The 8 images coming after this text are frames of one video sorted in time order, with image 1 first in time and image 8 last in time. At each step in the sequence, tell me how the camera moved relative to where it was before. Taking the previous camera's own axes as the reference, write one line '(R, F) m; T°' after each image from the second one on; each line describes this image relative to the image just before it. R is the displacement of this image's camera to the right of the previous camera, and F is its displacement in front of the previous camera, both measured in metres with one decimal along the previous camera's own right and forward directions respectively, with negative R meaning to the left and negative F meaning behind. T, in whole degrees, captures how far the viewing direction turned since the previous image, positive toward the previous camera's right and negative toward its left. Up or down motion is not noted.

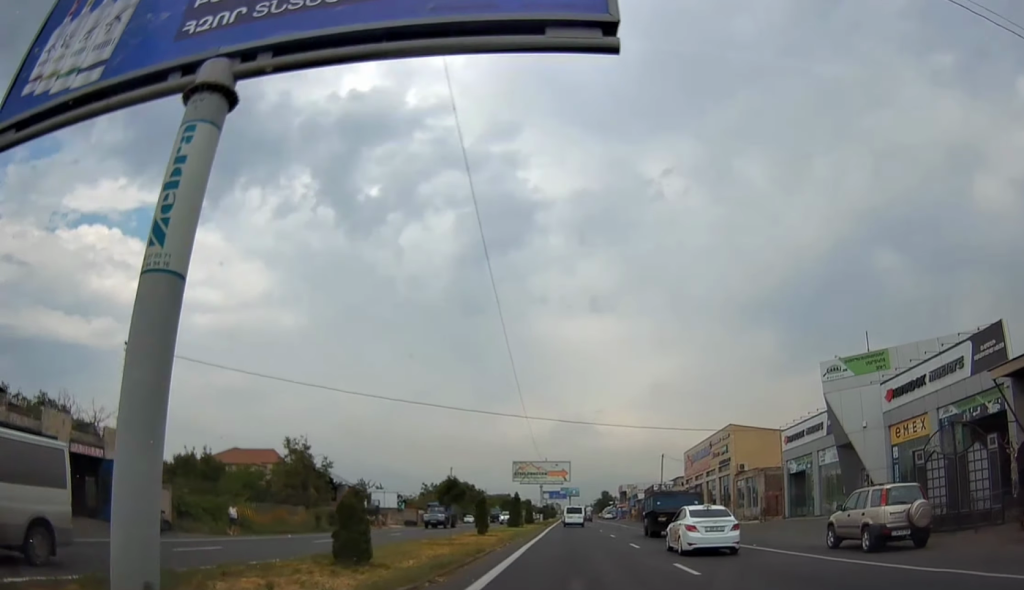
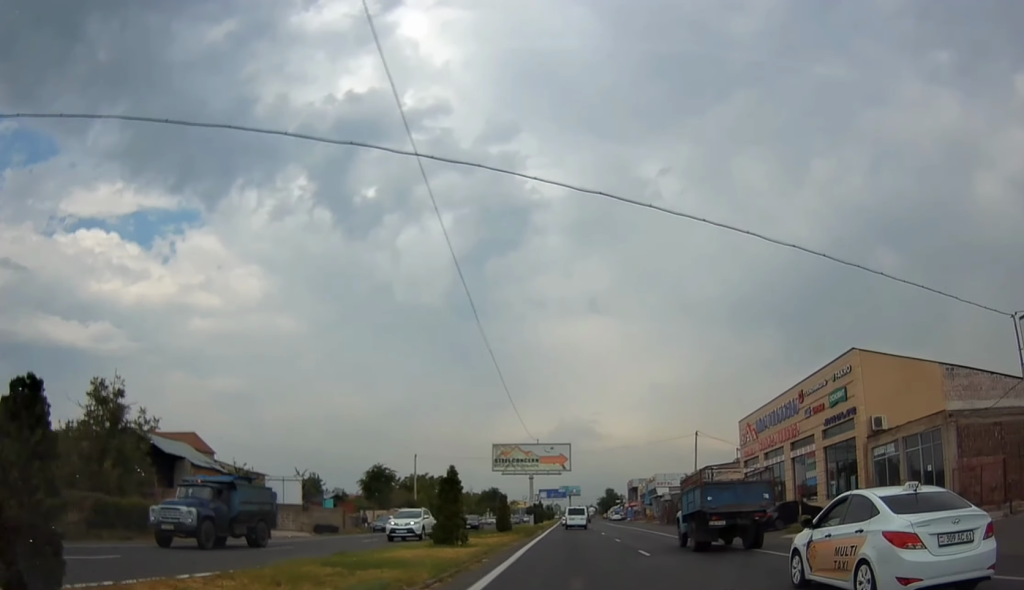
(-0.5, +28.4) m; -2°
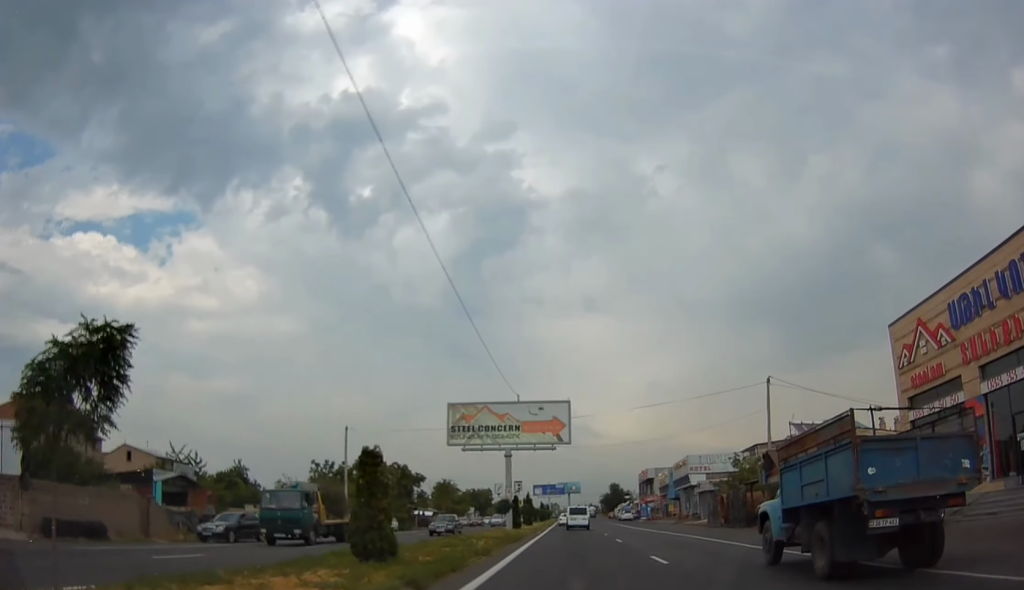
(+0.1, +29.4) m; +2°
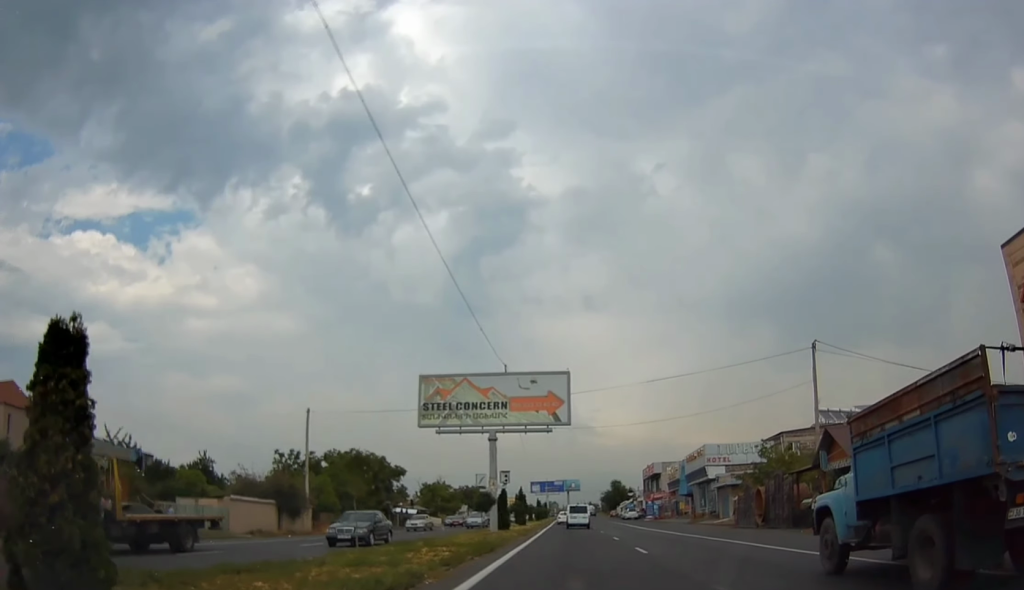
(0.0, +10.0) m; 0°
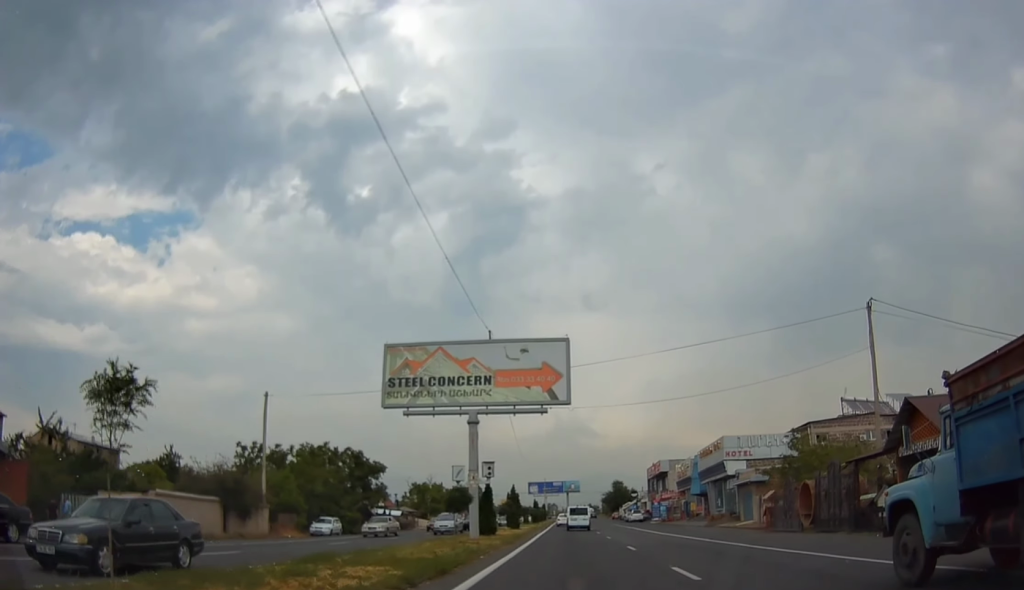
(0.0, +8.4) m; 0°
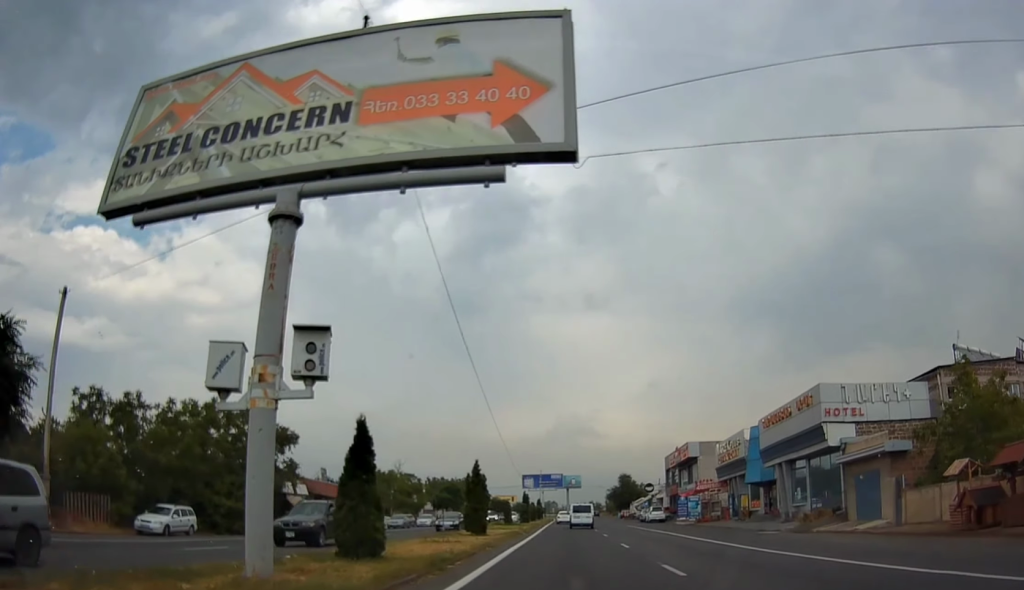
(-0.2, +23.6) m; 0°
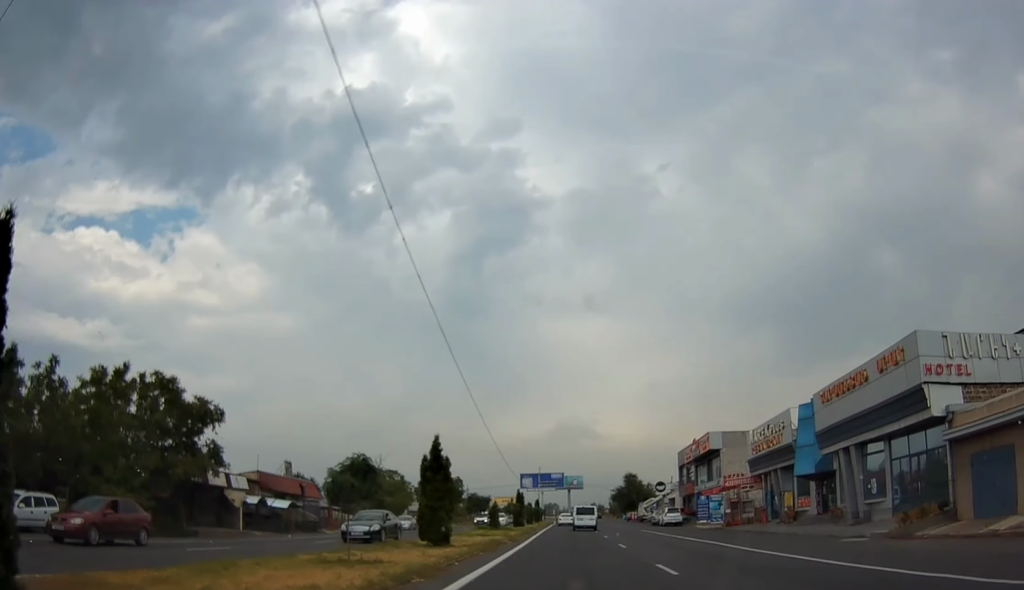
(+0.1, +11.1) m; 0°
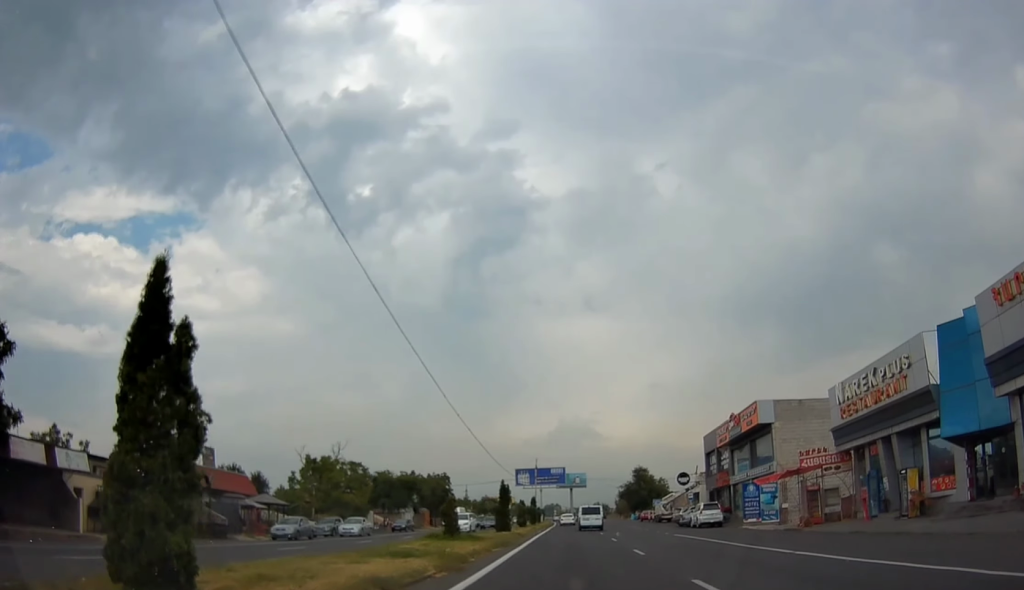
(-0.1, +16.8) m; -1°
